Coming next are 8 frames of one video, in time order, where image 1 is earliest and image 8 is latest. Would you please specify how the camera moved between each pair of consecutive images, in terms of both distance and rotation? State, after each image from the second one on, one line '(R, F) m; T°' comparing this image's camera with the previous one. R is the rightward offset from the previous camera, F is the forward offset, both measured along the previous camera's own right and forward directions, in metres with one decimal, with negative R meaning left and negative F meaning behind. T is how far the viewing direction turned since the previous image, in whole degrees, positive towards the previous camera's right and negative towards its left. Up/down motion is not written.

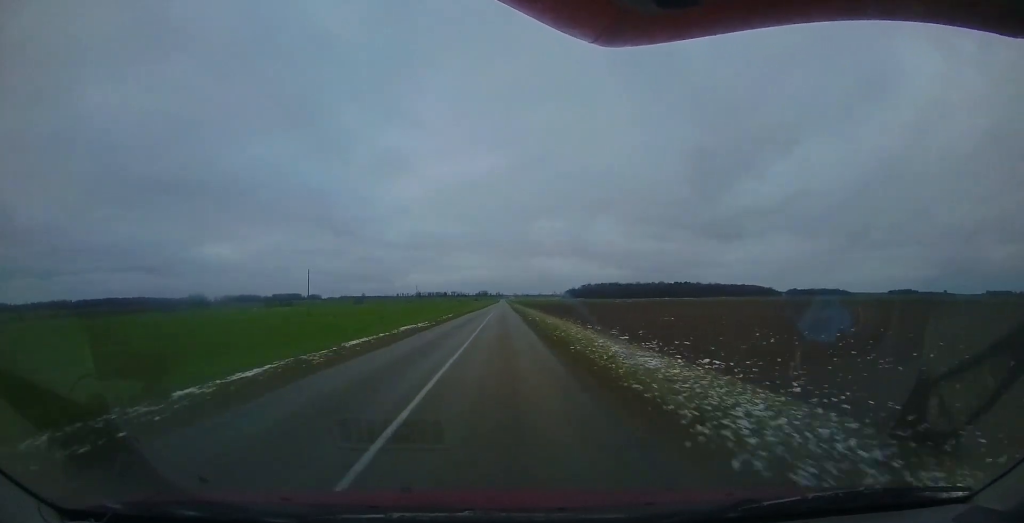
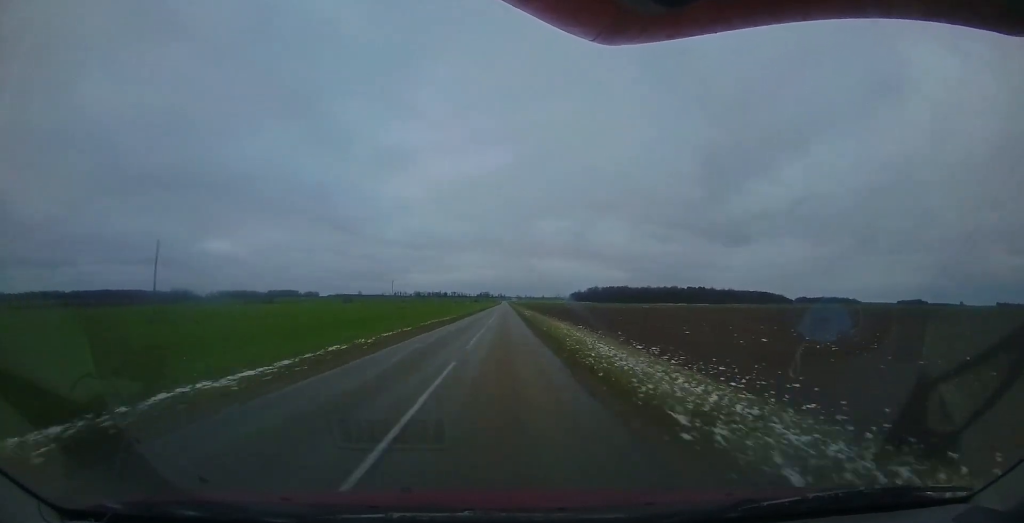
(+0.7, +34.2) m; 0°
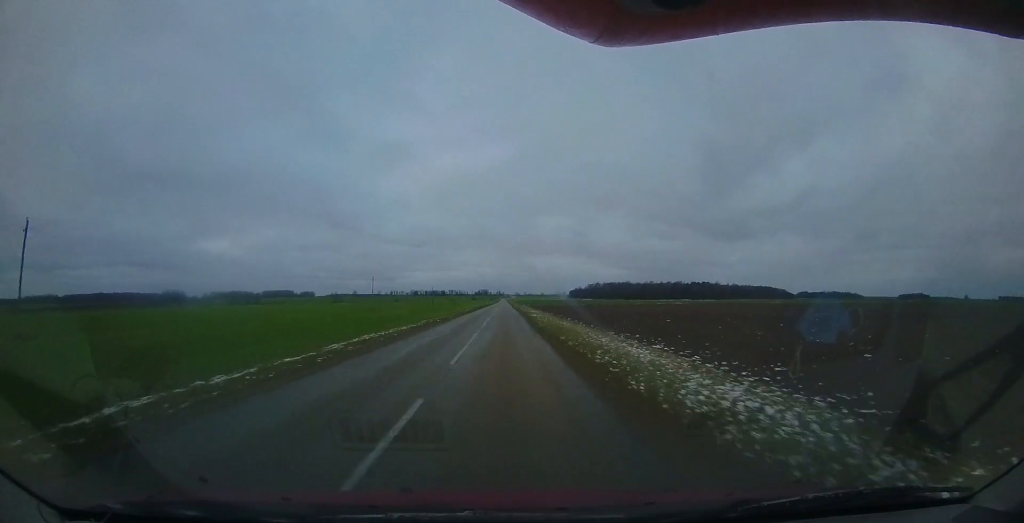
(-0.5, +15.7) m; -2°
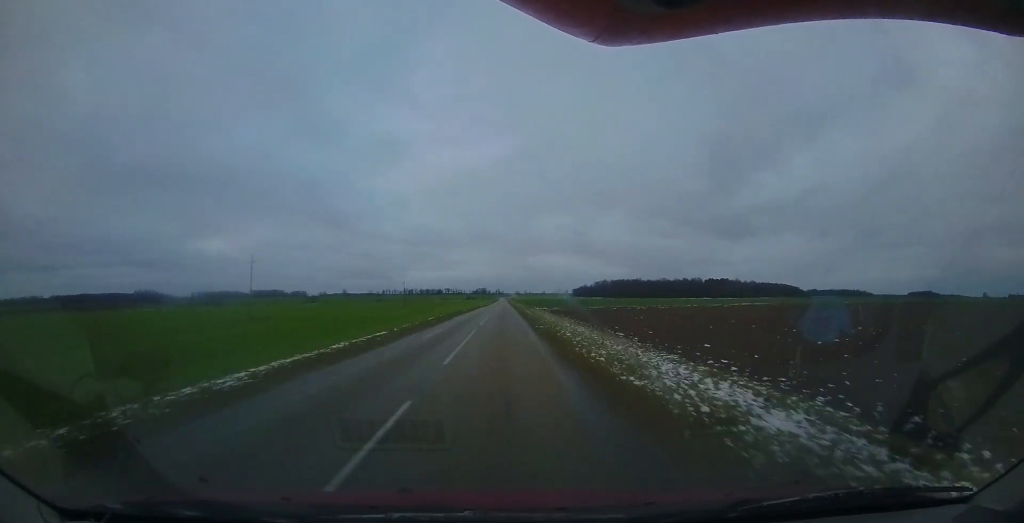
(-0.3, +48.8) m; +2°
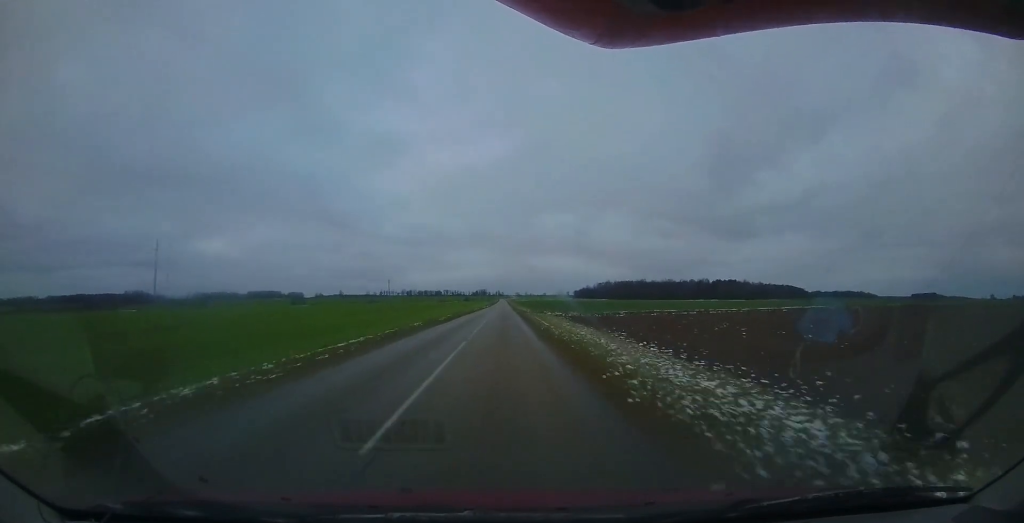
(+0.6, +17.1) m; +1°
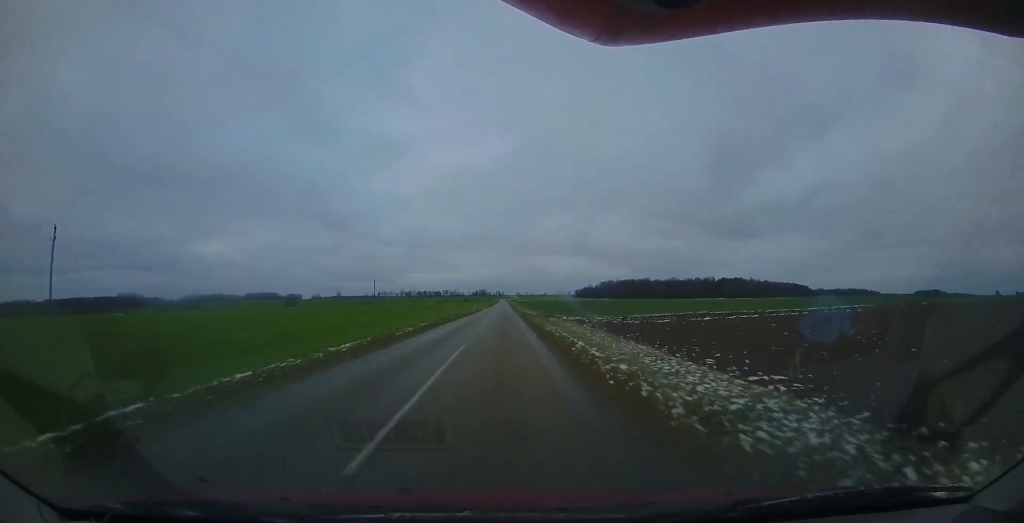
(-0.2, +12.6) m; -1°
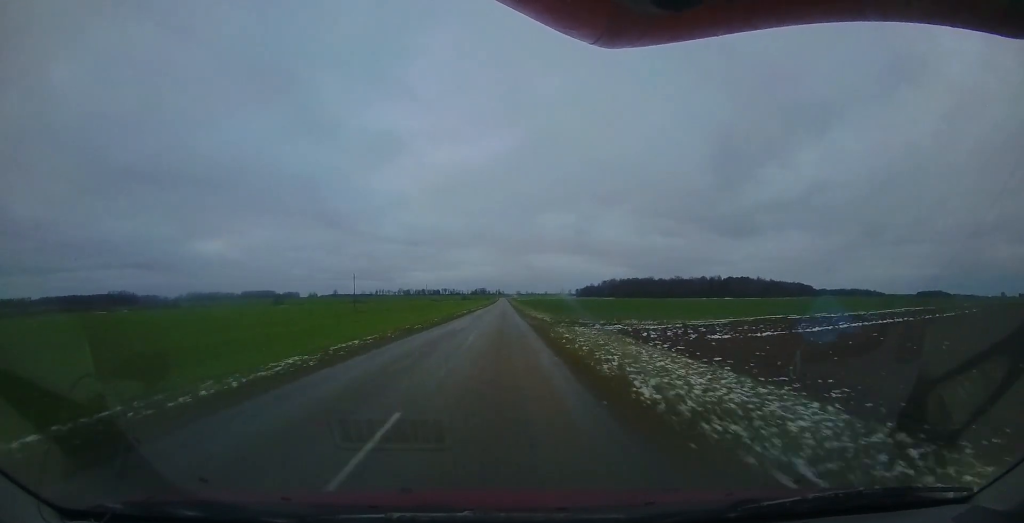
(0.0, +13.5) m; -1°
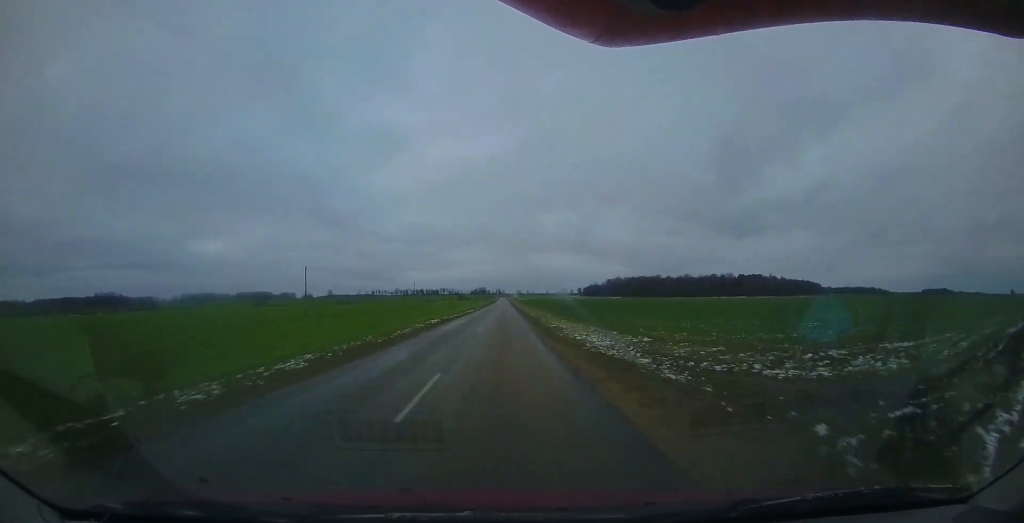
(-0.2, +21.8) m; 0°
